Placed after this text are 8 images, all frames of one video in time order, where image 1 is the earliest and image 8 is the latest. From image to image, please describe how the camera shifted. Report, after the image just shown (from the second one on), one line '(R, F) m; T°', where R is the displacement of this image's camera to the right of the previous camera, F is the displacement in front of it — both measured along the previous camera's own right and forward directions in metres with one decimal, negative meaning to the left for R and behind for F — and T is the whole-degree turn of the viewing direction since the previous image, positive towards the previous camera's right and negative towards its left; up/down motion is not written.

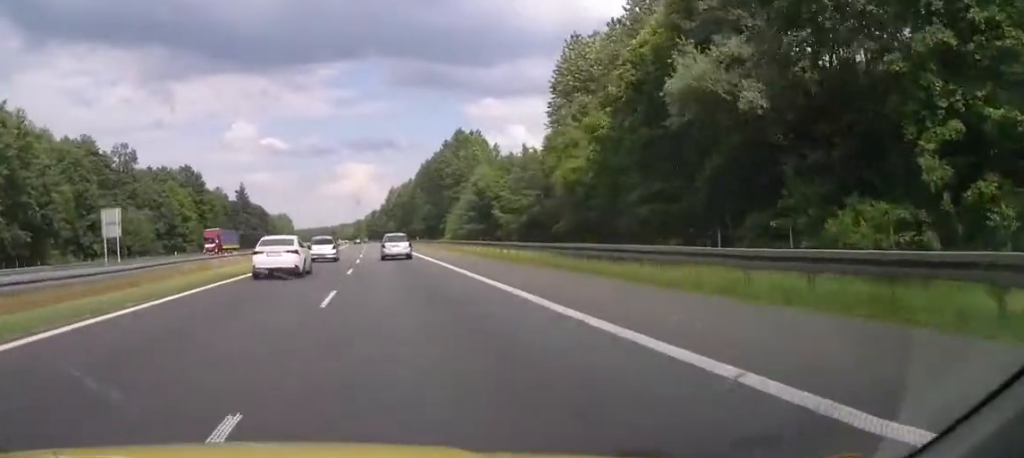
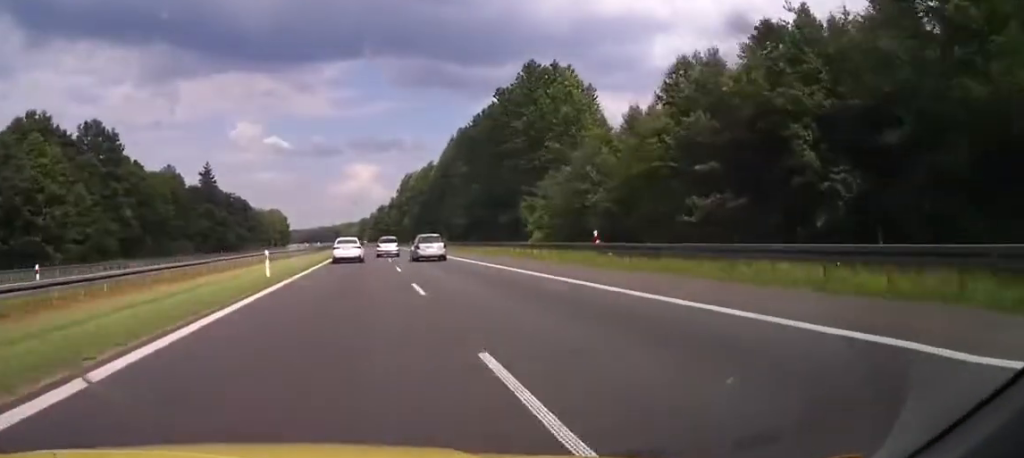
(-0.4, +67.6) m; -2°
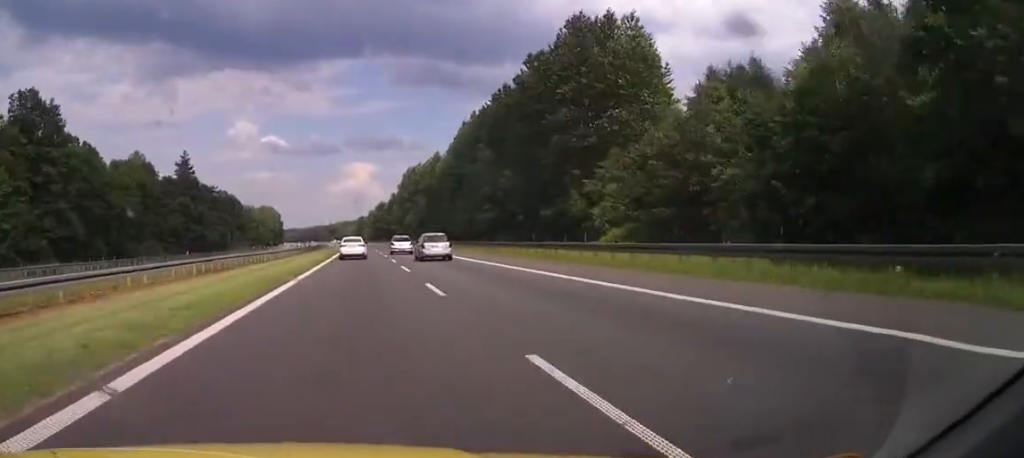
(-0.2, +23.3) m; 0°
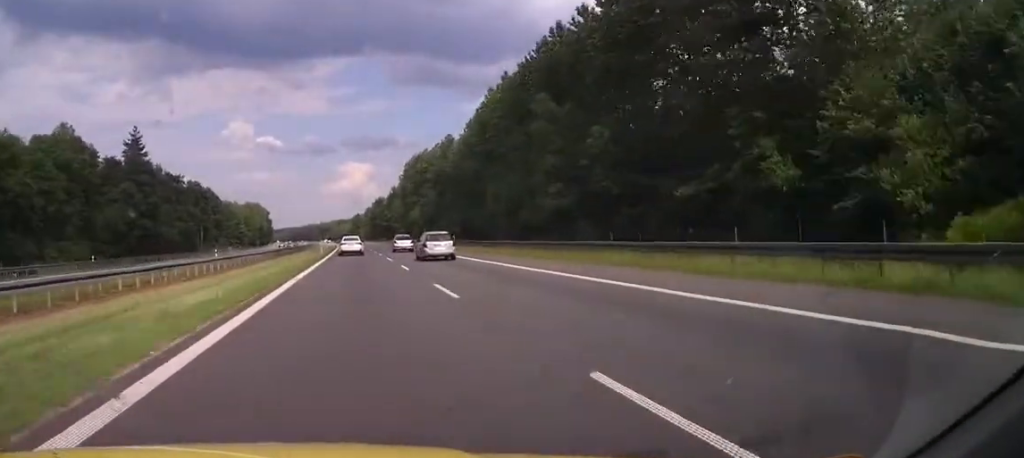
(0.0, +35.6) m; 0°
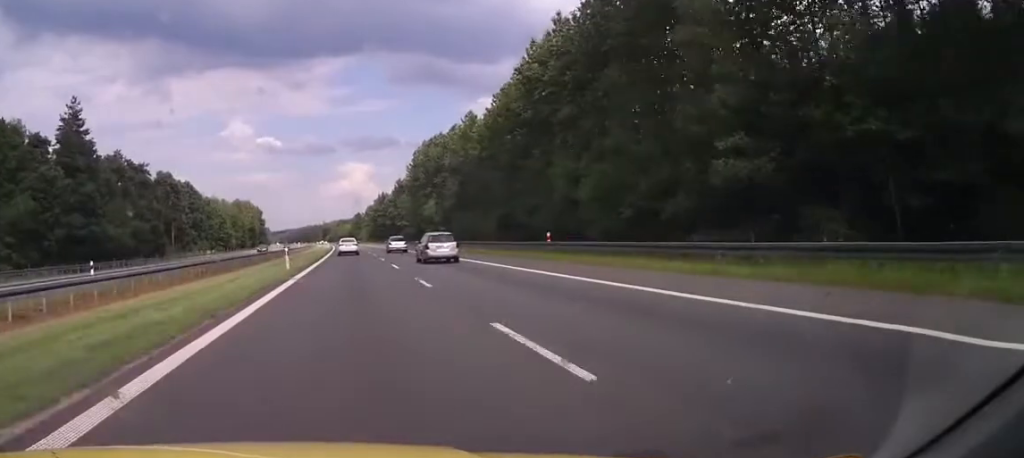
(0.0, +31.3) m; 0°
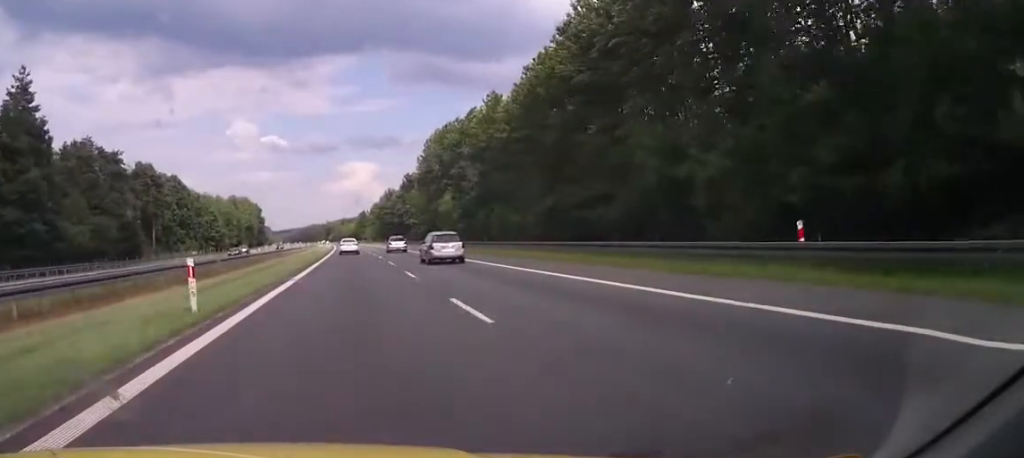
(+0.1, +19.4) m; 0°
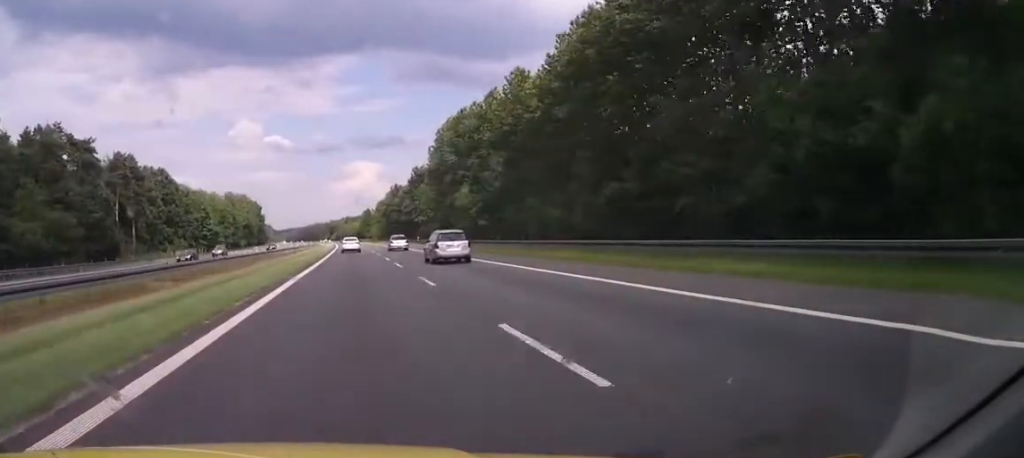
(0.0, +16.1) m; 0°
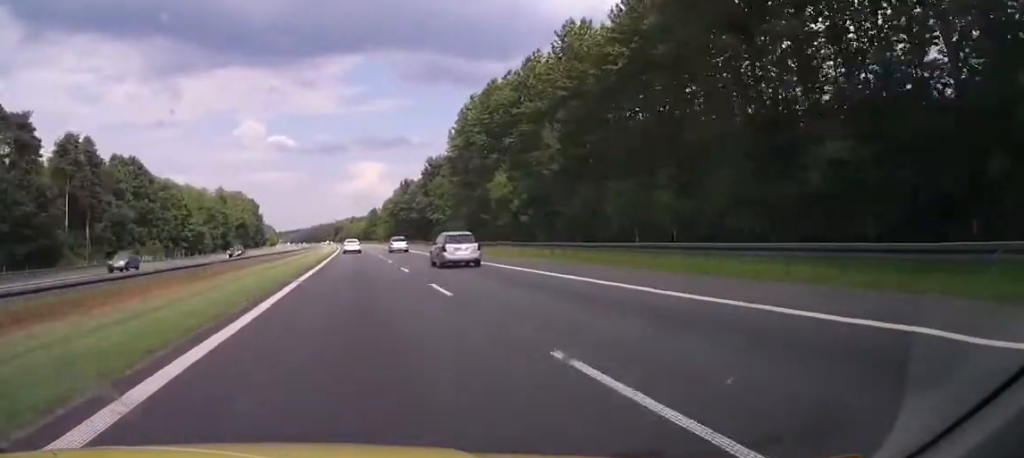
(0.0, +25.7) m; -1°
